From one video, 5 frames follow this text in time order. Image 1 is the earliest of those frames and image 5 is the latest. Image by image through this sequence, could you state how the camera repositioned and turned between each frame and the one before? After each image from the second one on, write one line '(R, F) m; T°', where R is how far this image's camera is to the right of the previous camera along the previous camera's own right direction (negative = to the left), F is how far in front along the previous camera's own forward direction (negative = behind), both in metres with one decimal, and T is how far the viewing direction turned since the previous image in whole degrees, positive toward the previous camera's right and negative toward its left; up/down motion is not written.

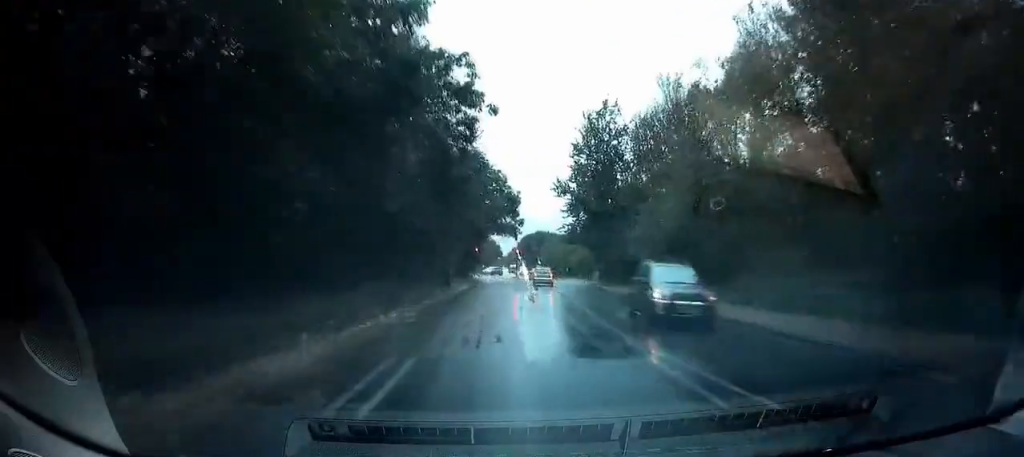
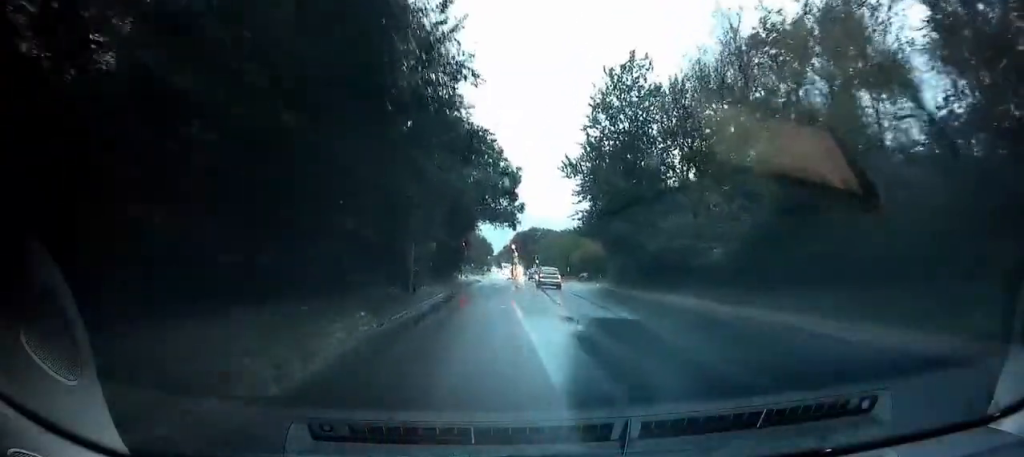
(-0.4, +14.6) m; -5°
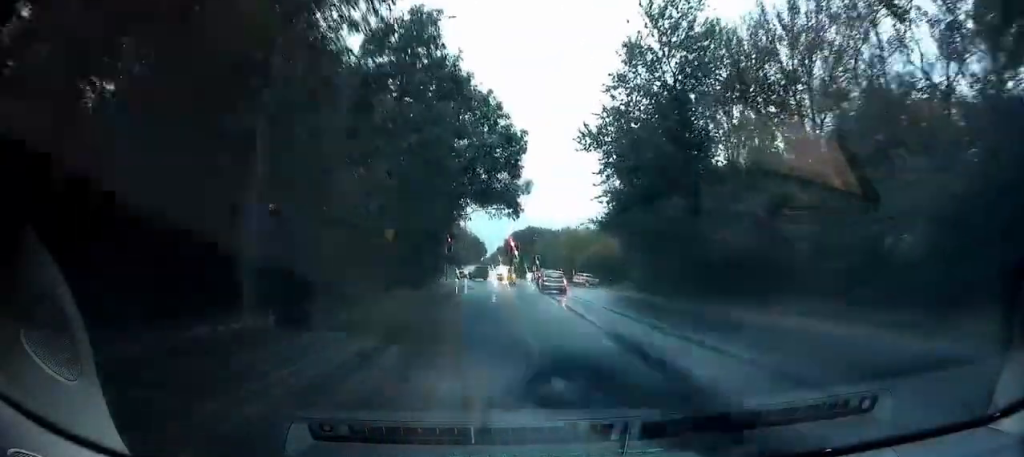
(-0.7, +13.9) m; -2°
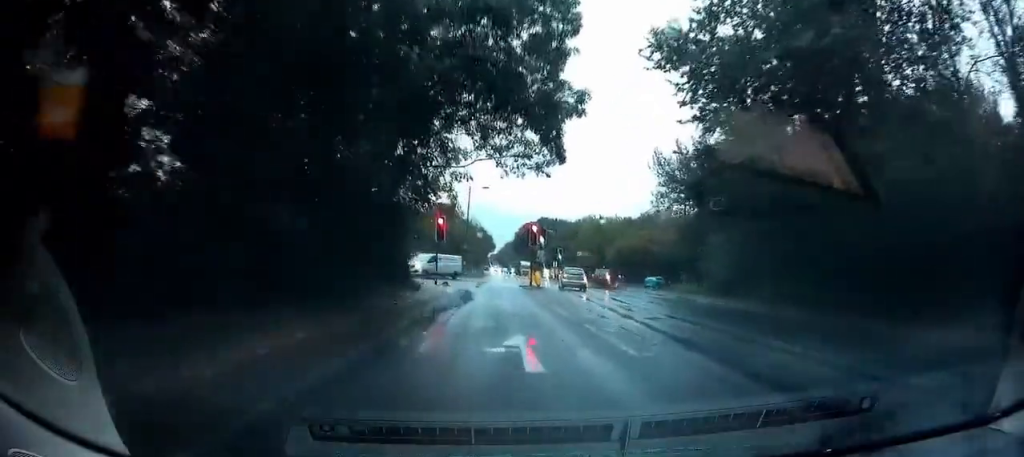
(-0.6, +18.0) m; -6°
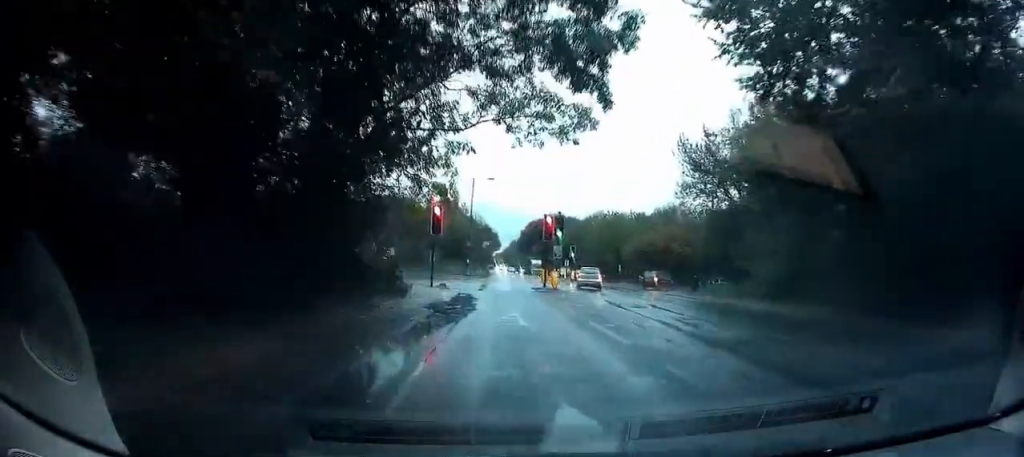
(+0.1, +6.0) m; -1°
